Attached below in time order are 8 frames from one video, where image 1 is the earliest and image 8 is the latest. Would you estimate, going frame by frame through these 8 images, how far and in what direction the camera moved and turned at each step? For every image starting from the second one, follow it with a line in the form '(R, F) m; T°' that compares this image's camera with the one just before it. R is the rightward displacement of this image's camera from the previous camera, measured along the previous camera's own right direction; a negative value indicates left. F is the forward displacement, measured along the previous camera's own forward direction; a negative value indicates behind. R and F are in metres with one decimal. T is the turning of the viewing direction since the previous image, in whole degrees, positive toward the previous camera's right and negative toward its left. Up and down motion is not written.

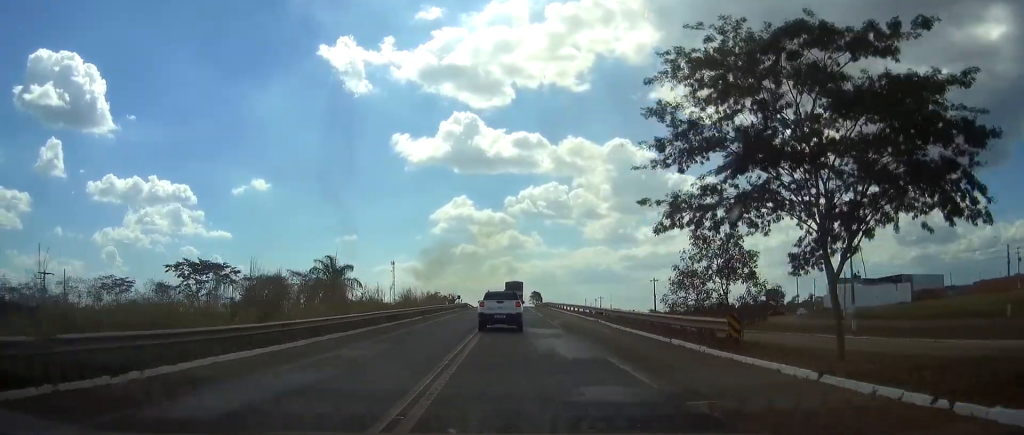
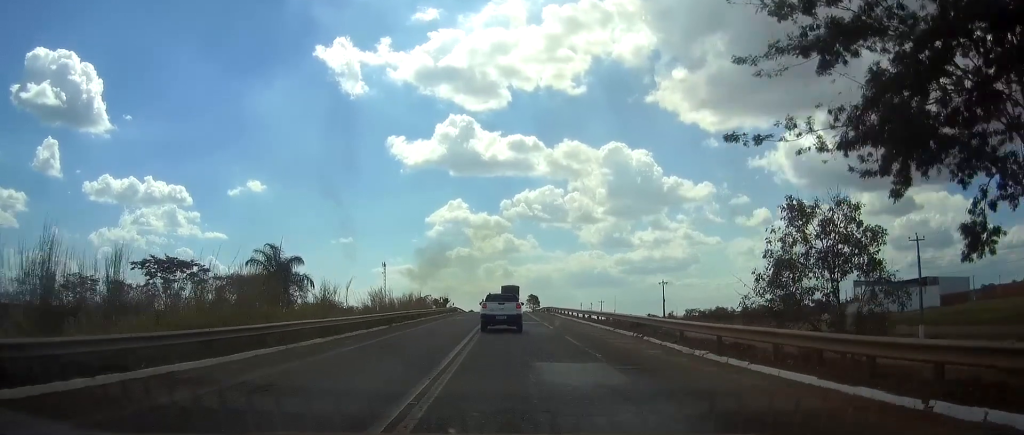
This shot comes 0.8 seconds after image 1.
(+0.1, +14.5) m; 0°
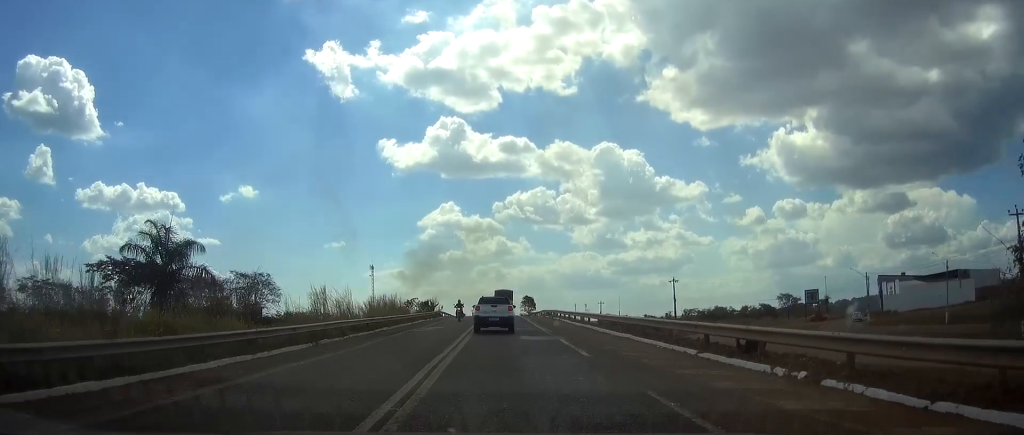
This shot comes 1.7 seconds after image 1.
(0.0, +16.0) m; 0°
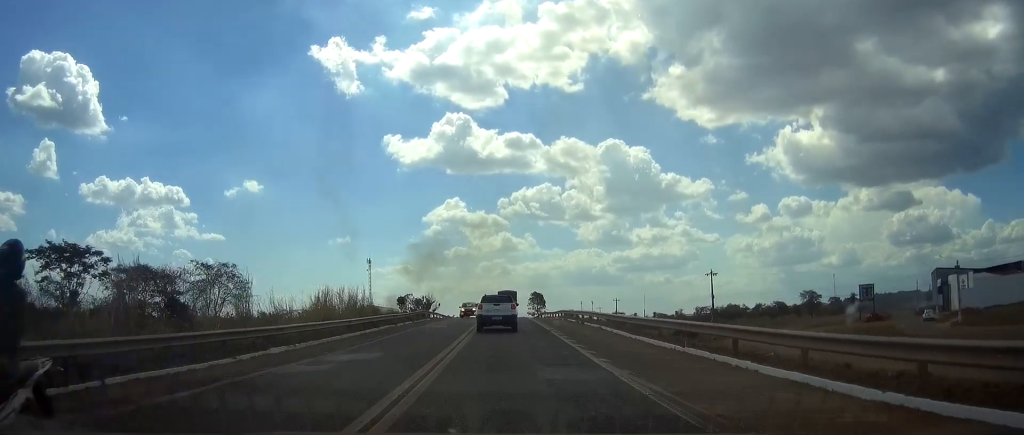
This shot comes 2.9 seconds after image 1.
(-0.1, +21.9) m; -1°
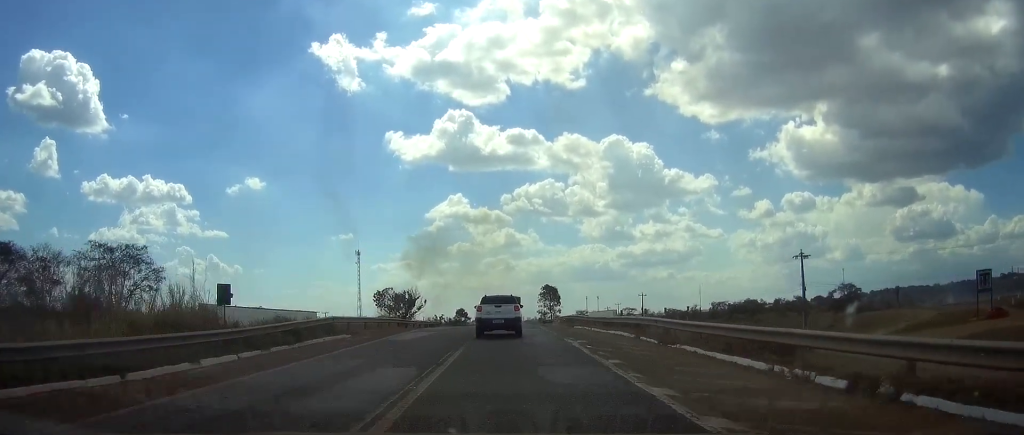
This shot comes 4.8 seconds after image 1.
(-0.2, +35.7) m; -1°
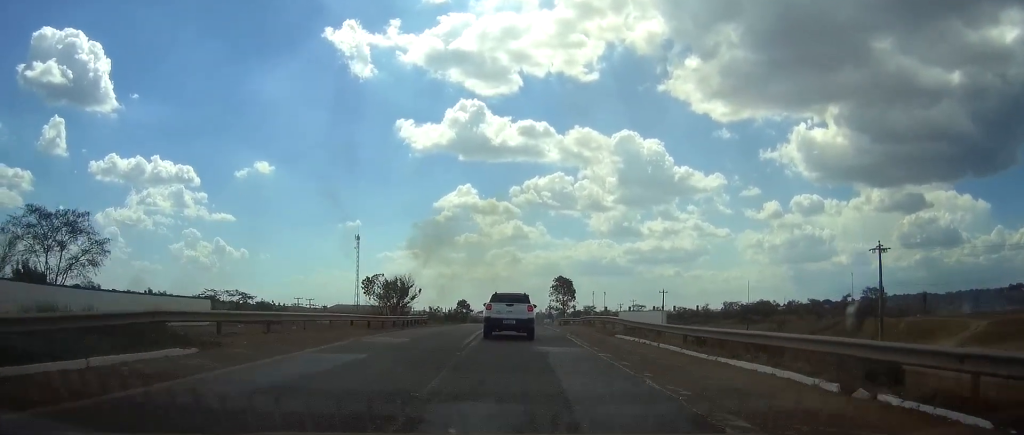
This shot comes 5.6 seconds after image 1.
(-0.1, +16.9) m; 0°
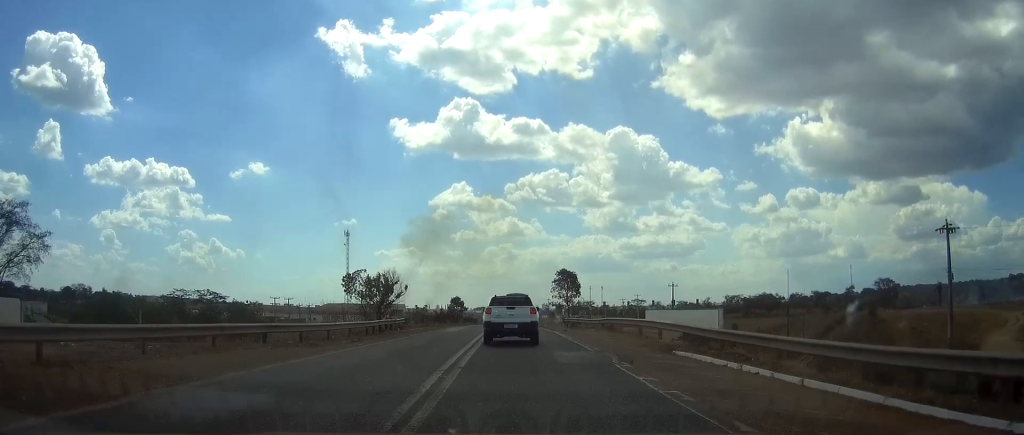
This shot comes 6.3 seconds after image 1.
(0.0, +12.9) m; 0°
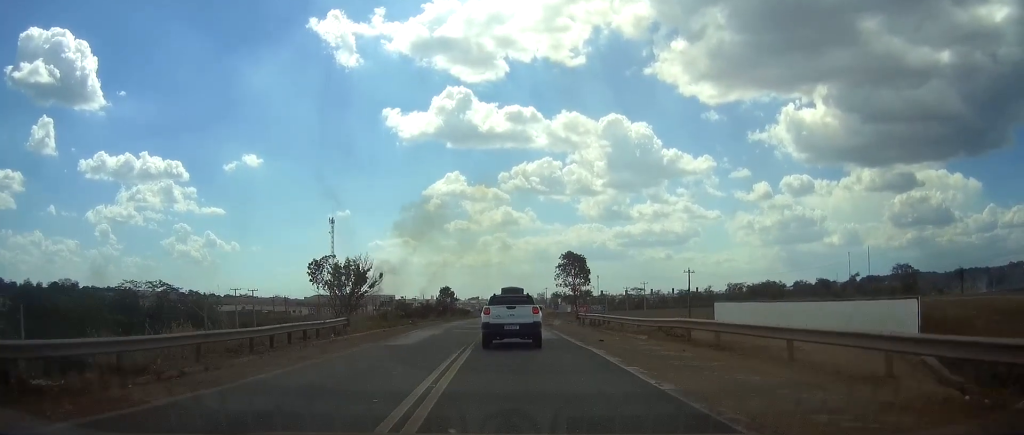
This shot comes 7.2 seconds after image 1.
(+0.1, +17.1) m; 0°
